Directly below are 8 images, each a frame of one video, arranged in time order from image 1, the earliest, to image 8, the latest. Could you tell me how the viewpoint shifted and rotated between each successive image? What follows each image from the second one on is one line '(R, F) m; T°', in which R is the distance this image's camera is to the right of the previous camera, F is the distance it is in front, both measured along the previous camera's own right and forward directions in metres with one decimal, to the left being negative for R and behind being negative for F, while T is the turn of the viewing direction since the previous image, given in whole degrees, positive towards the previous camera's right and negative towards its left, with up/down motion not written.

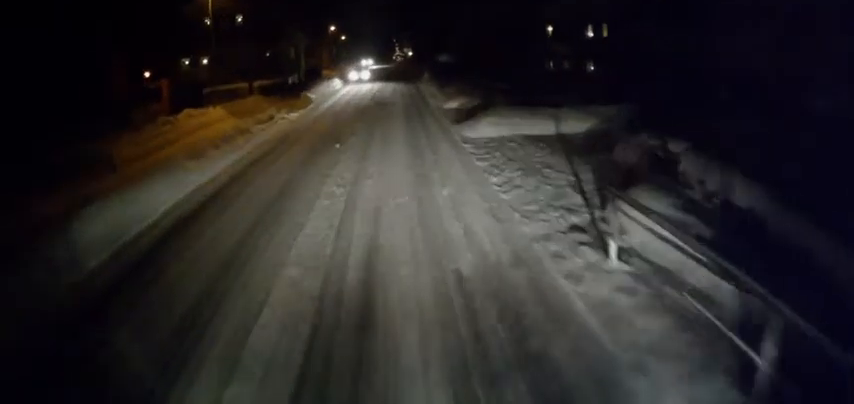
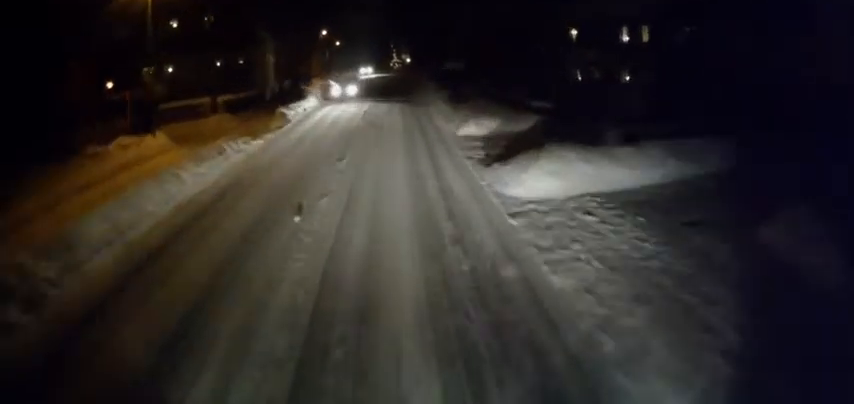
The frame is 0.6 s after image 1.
(0.0, +6.2) m; -1°
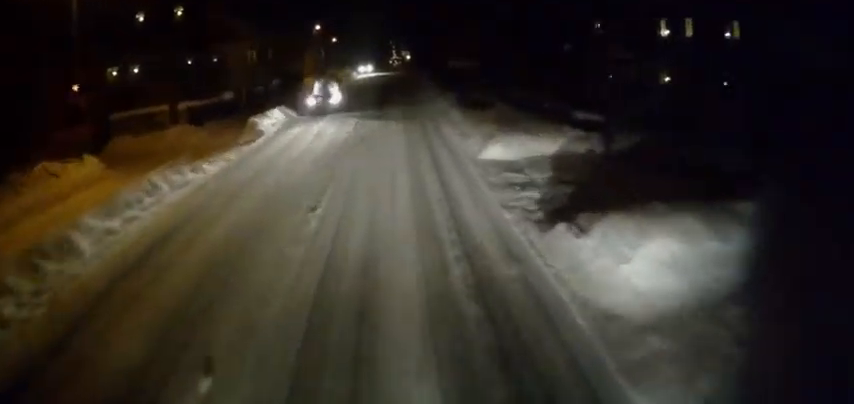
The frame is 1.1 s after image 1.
(0.0, +4.9) m; 0°
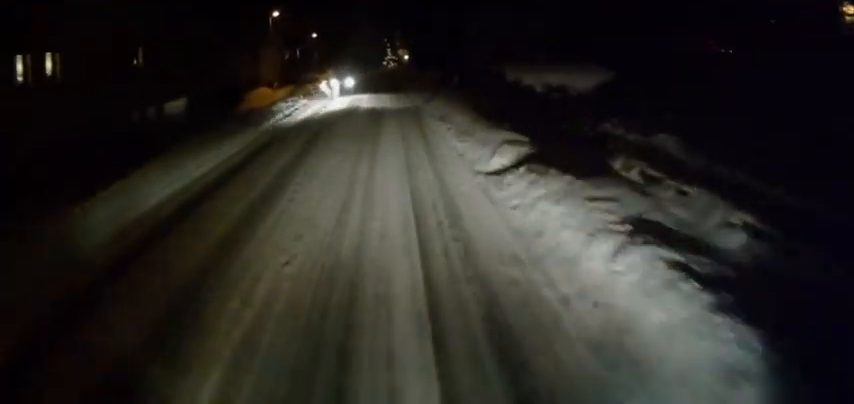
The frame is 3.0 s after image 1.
(+0.4, +19.1) m; +2°
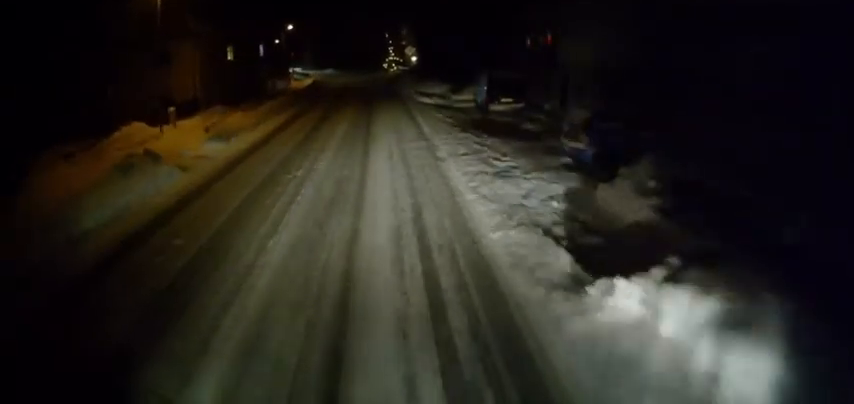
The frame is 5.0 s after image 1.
(-0.1, +20.3) m; 0°
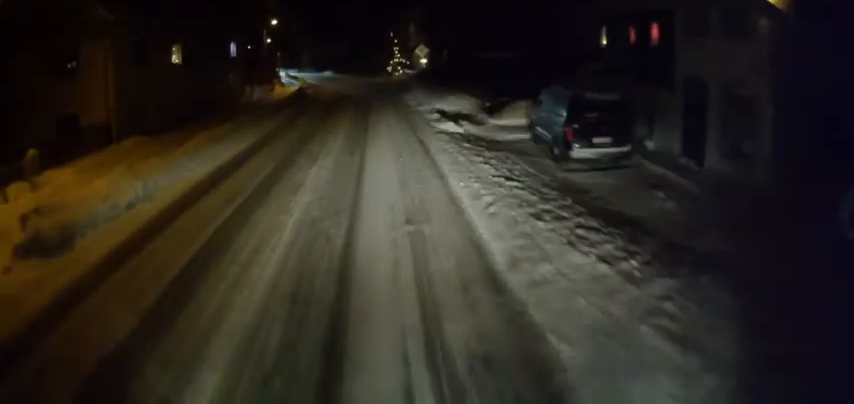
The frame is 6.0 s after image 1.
(+0.1, +10.1) m; 0°
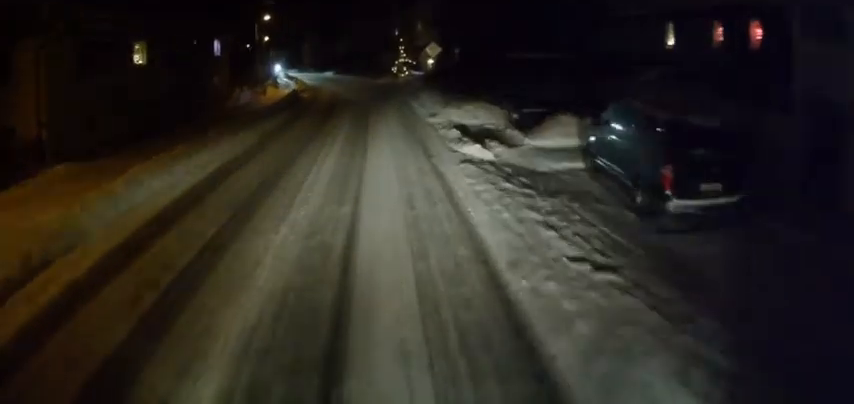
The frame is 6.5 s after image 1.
(0.0, +4.9) m; -1°
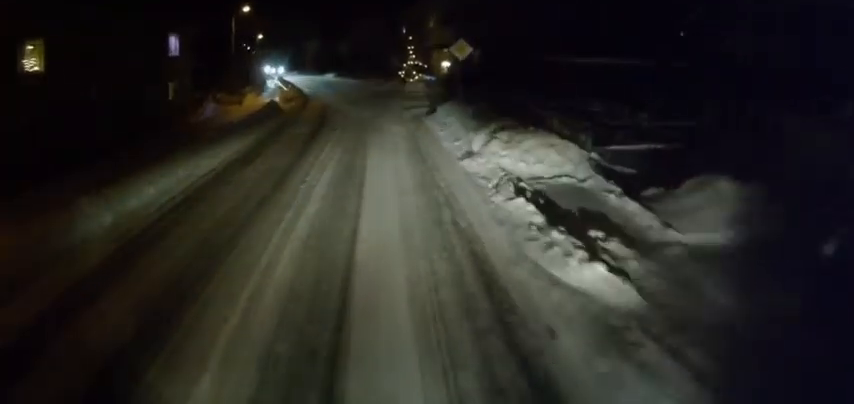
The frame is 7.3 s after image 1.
(-0.1, +8.0) m; -1°
